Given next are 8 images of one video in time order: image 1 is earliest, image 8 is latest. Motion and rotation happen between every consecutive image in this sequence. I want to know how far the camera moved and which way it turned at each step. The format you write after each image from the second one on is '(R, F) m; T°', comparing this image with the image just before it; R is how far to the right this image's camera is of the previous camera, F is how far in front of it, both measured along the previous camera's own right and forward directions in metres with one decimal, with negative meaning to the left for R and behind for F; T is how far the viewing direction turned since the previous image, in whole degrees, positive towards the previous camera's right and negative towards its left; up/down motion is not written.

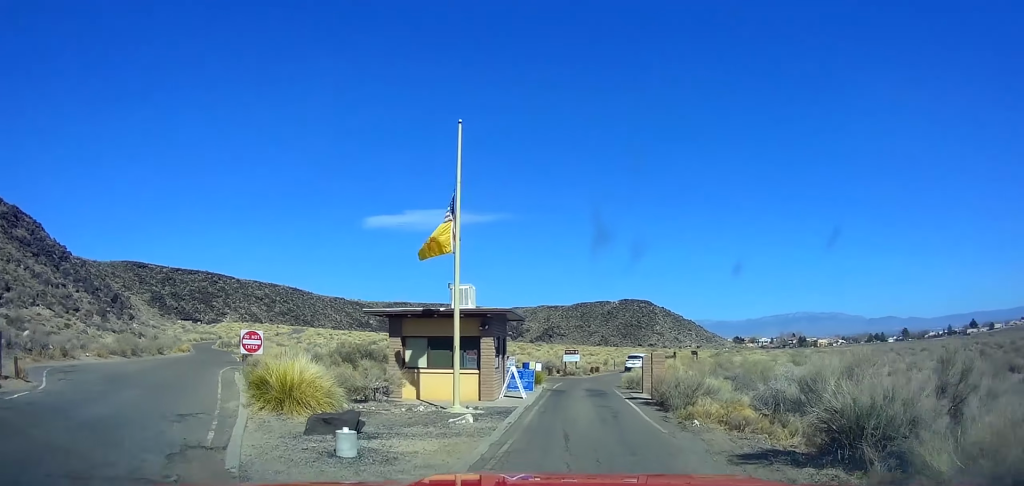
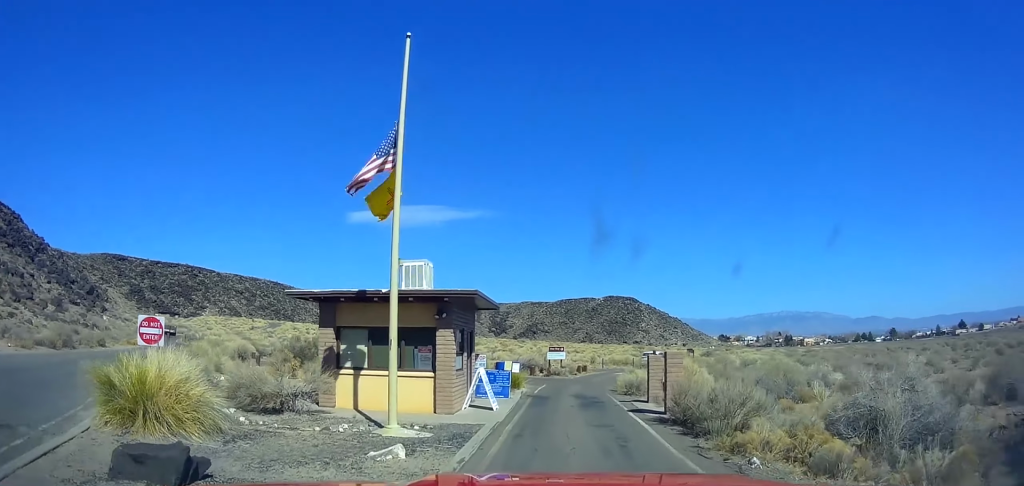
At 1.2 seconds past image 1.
(+0.1, +4.1) m; +3°
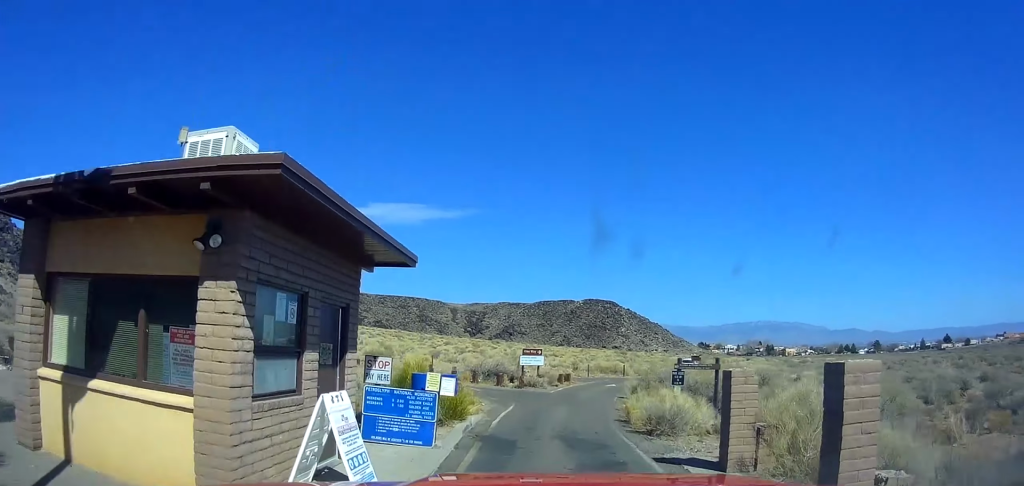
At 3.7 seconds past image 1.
(+0.5, +7.4) m; +4°
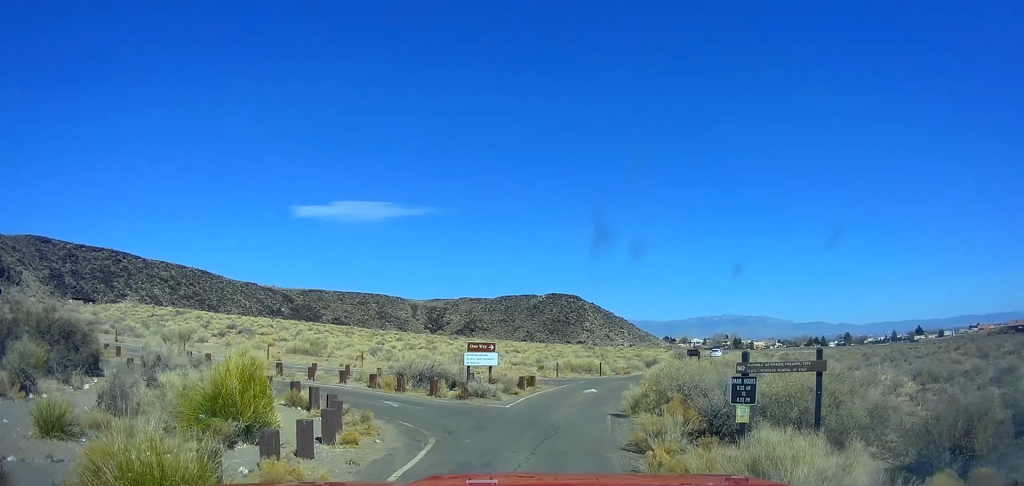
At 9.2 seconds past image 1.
(+0.3, +12.1) m; +4°
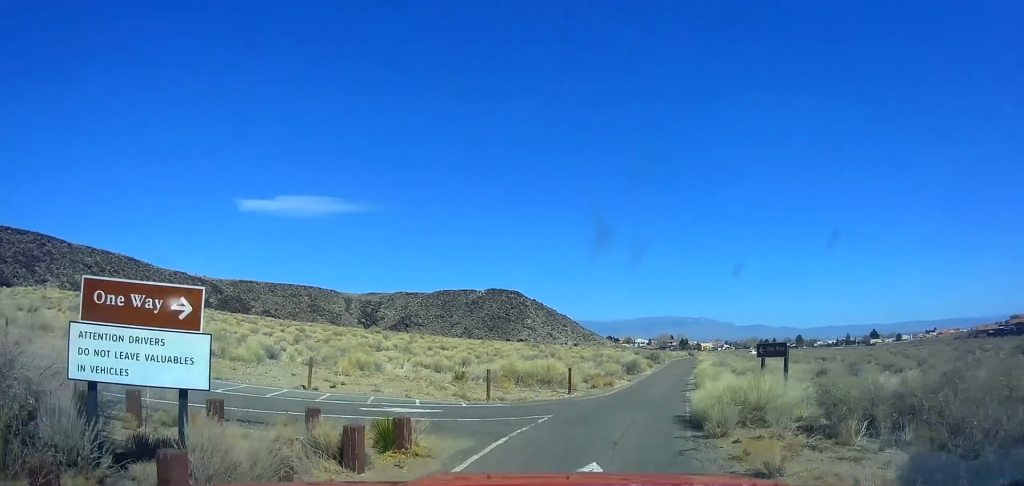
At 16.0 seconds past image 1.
(+1.0, +17.7) m; +9°
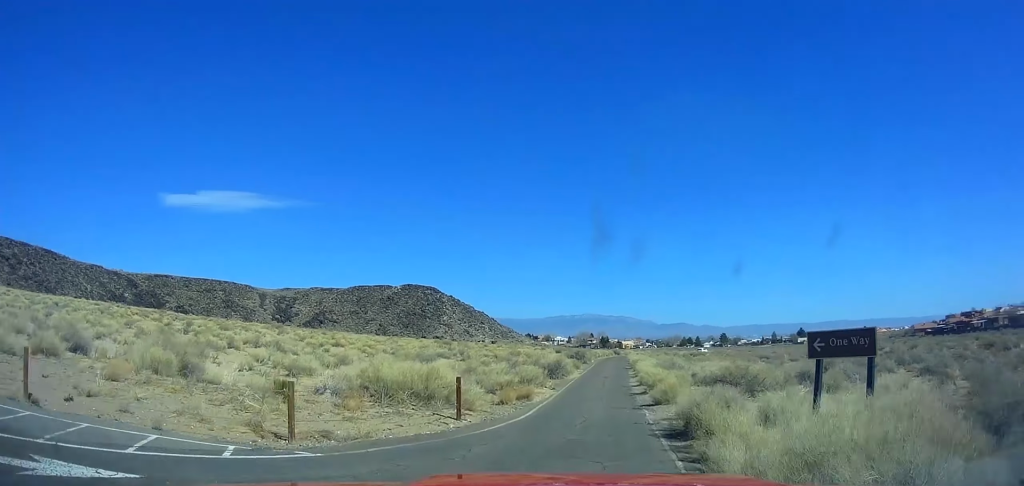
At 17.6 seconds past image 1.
(+0.3, +7.0) m; +5°
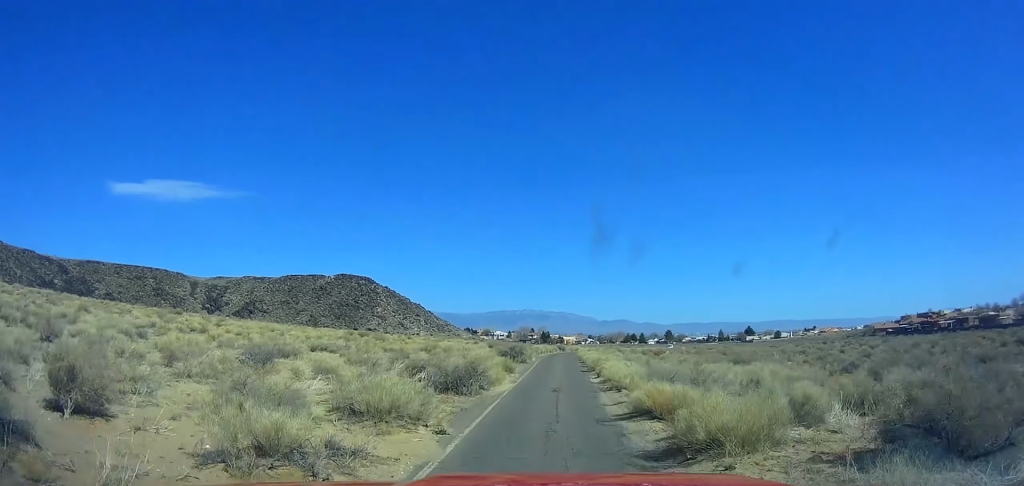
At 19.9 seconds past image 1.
(+0.6, +11.9) m; +8°
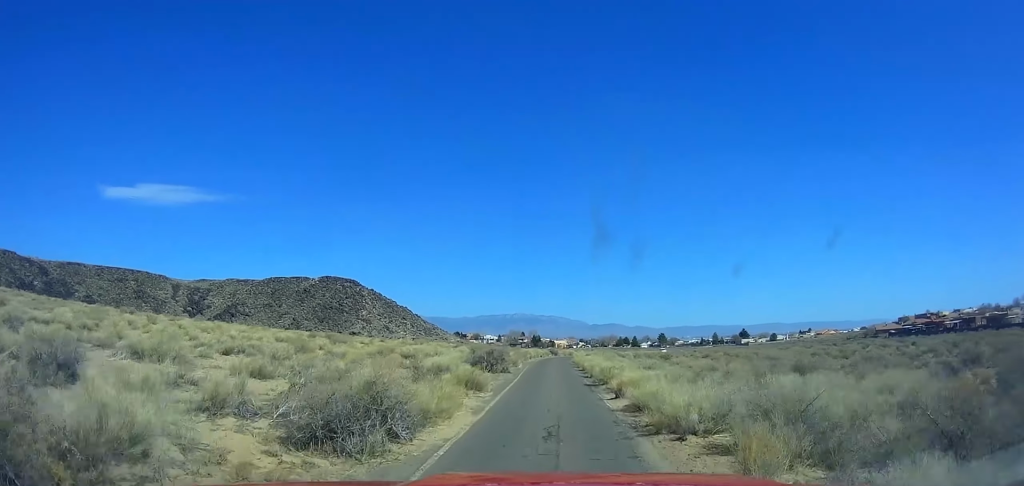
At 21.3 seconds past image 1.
(+0.7, +9.0) m; +1°
